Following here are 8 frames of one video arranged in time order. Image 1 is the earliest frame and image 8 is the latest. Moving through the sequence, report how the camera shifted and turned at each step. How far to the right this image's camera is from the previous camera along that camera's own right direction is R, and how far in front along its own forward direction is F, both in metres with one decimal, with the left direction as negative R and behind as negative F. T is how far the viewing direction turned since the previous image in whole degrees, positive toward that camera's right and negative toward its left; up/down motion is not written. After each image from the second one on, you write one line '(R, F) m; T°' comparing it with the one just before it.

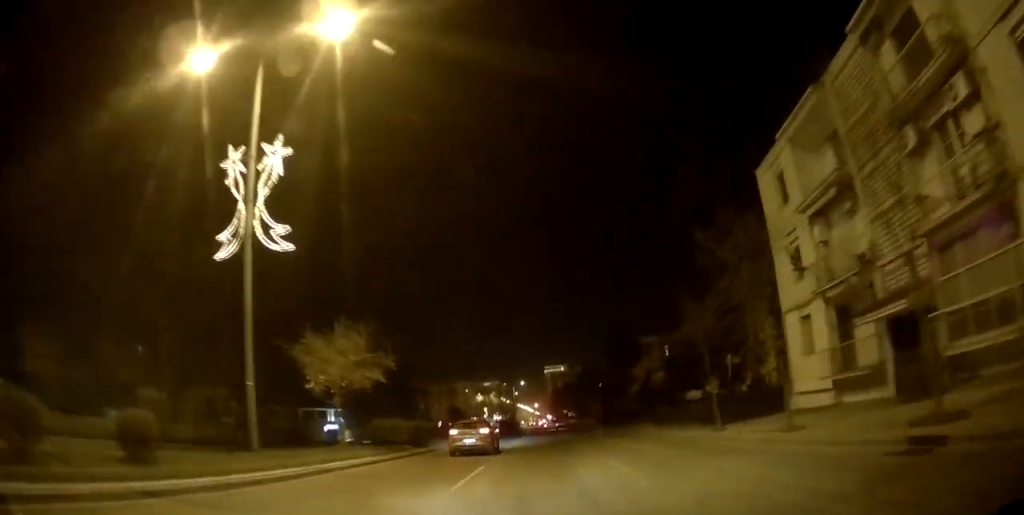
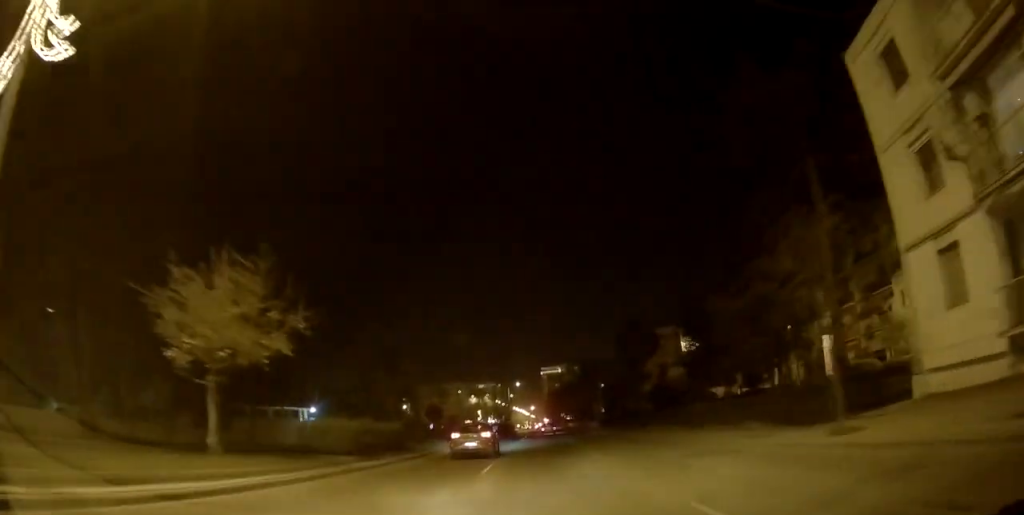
(-0.1, +9.0) m; 0°
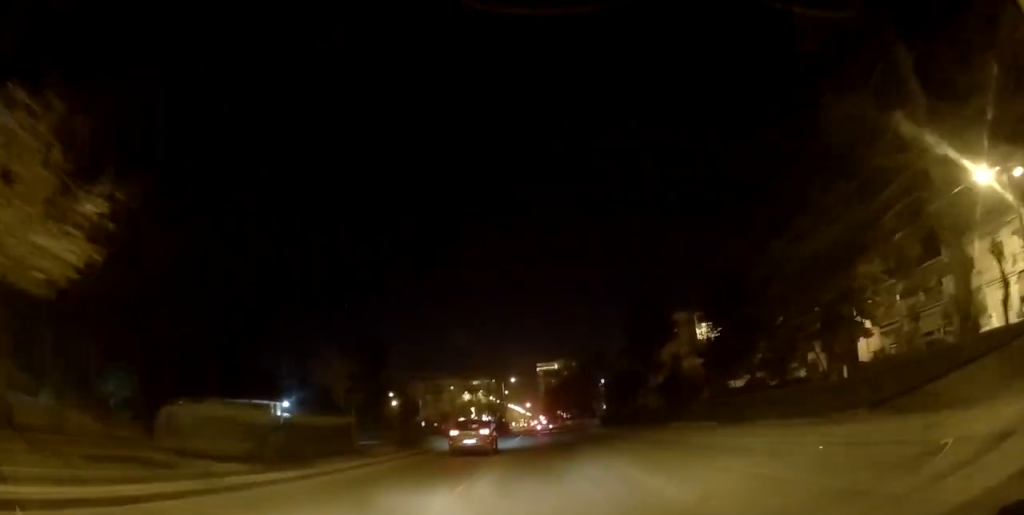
(+0.1, +7.4) m; +1°
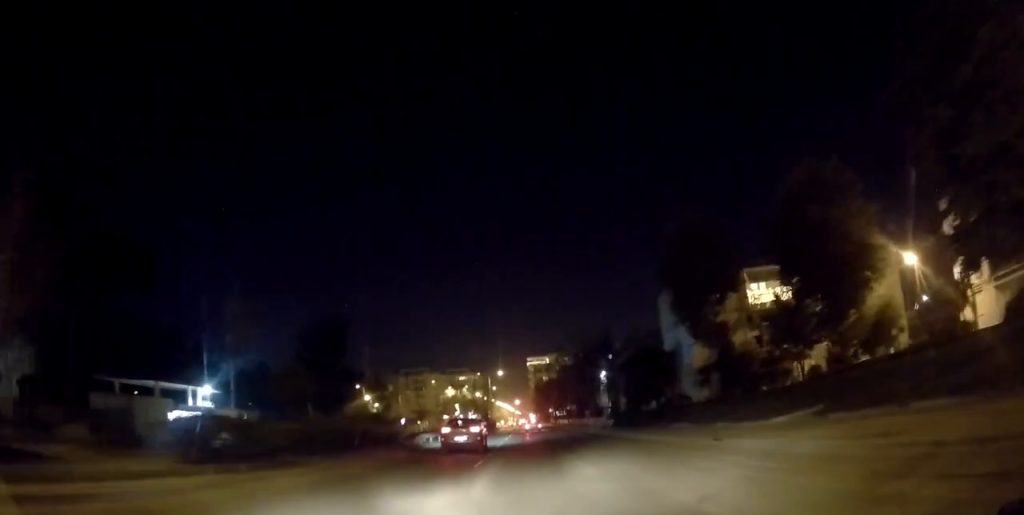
(+0.4, +15.7) m; +2°
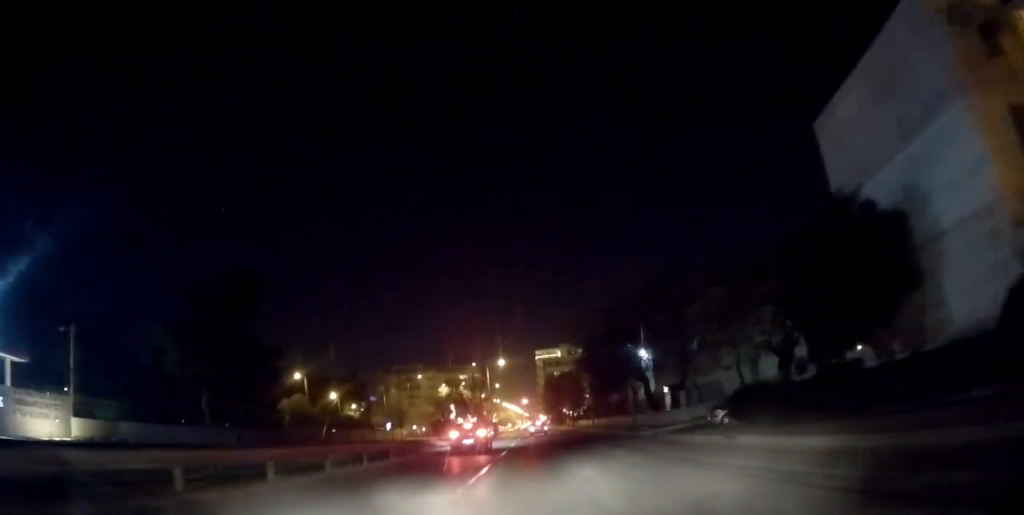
(-0.3, +29.3) m; -2°
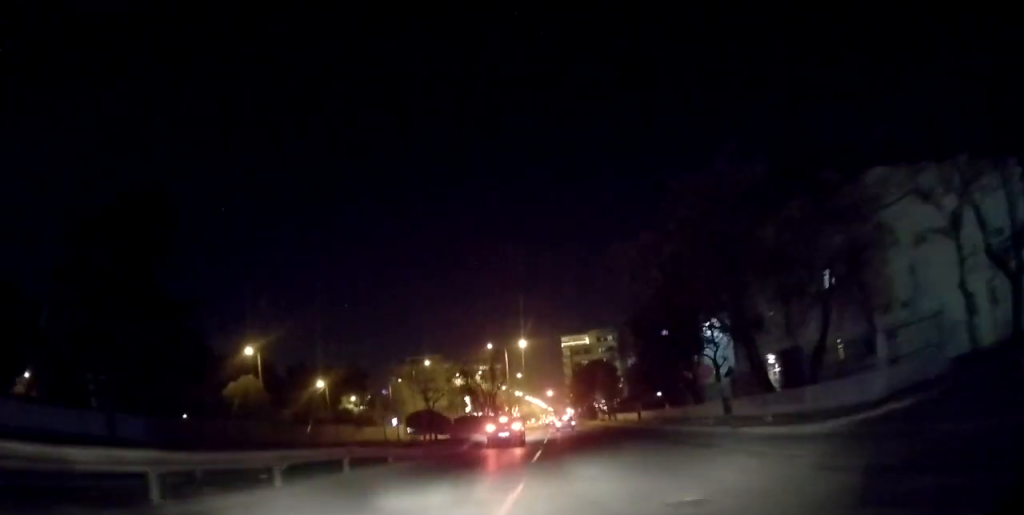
(-0.1, +18.7) m; 0°
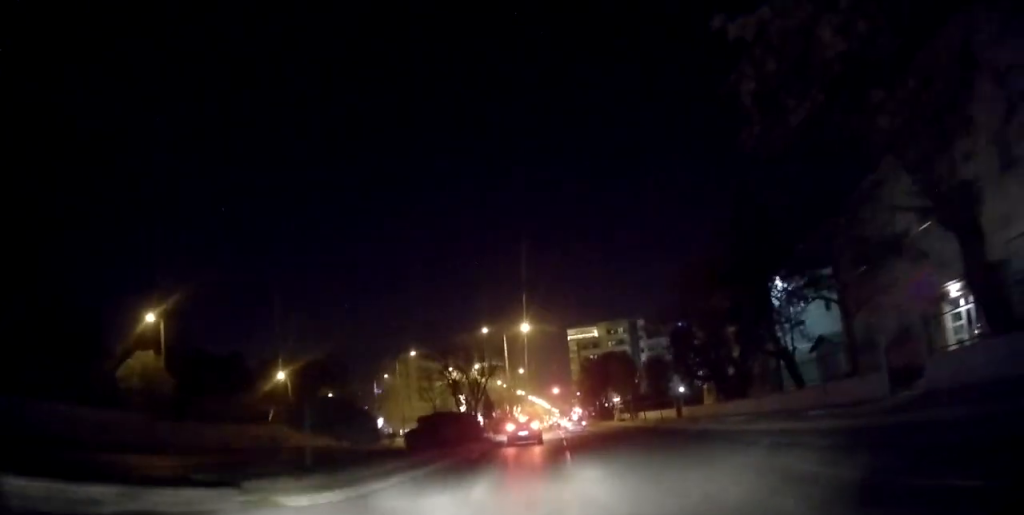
(+0.1, +16.0) m; +1°
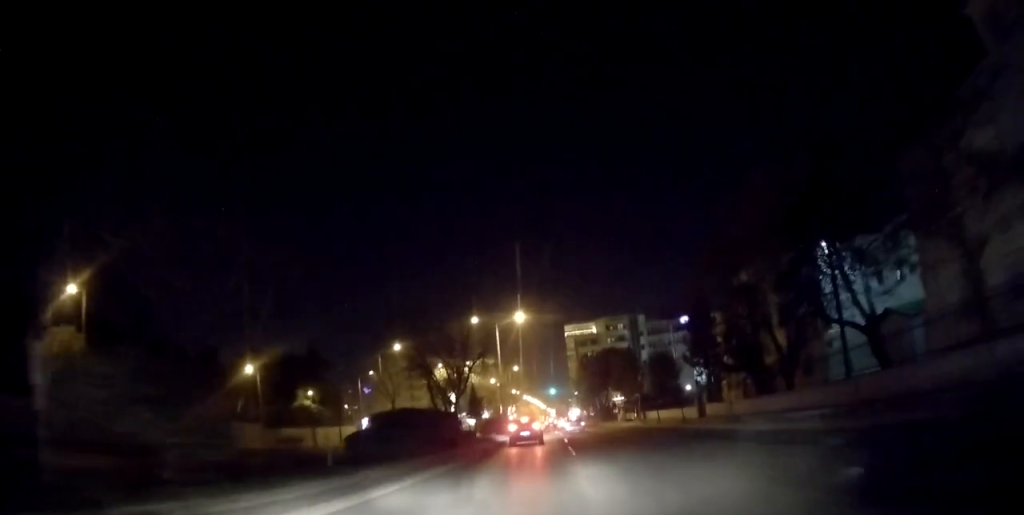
(0.0, +7.7) m; -1°
